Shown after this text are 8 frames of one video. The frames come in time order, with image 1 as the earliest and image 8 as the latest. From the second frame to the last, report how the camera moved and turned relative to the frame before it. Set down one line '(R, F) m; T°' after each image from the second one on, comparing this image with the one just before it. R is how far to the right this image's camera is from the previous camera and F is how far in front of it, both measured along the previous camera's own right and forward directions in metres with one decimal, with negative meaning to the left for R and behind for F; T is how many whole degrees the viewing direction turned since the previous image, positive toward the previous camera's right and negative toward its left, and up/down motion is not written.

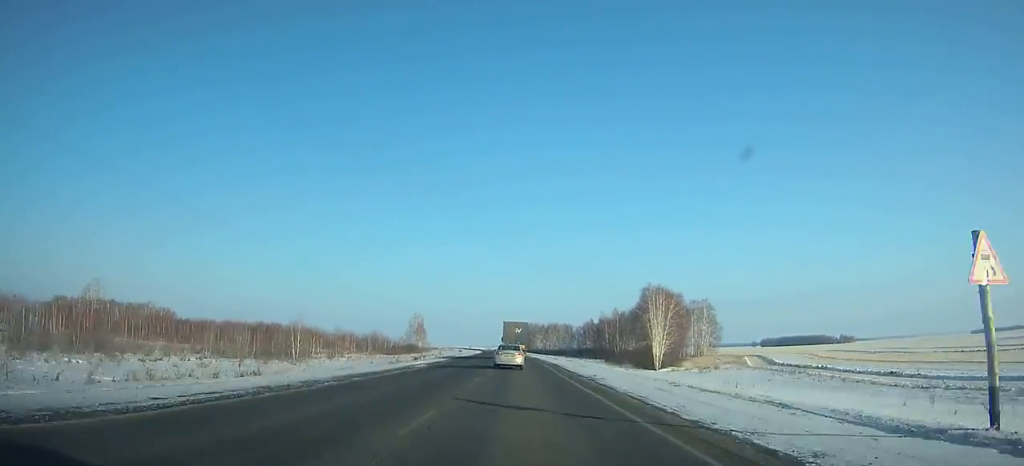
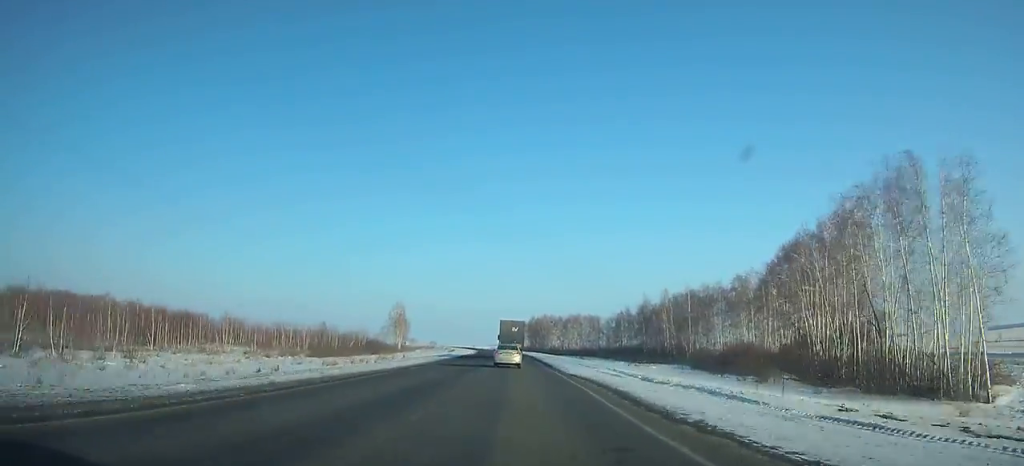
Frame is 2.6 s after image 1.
(-1.0, +60.6) m; -2°
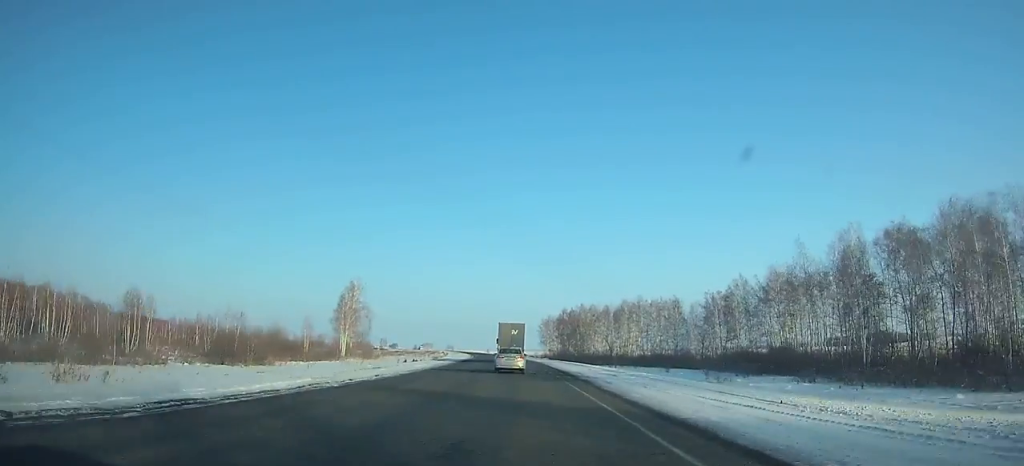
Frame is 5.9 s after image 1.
(-1.1, +77.6) m; -2°
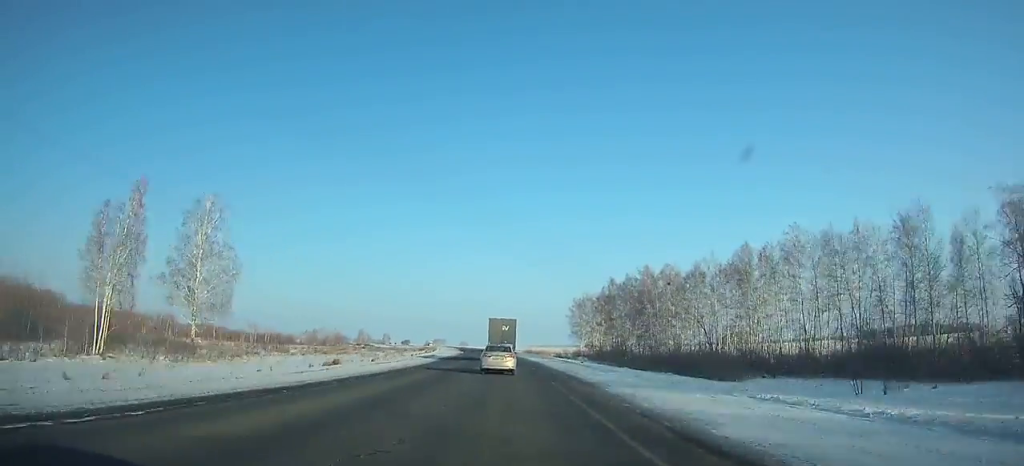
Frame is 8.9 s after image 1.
(-1.1, +70.2) m; -2°
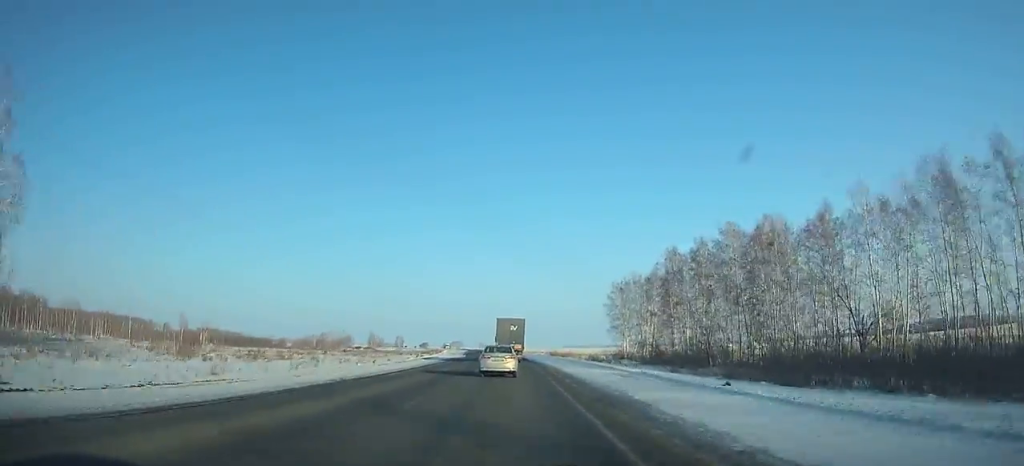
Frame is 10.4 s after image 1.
(0.0, +34.9) m; -1°
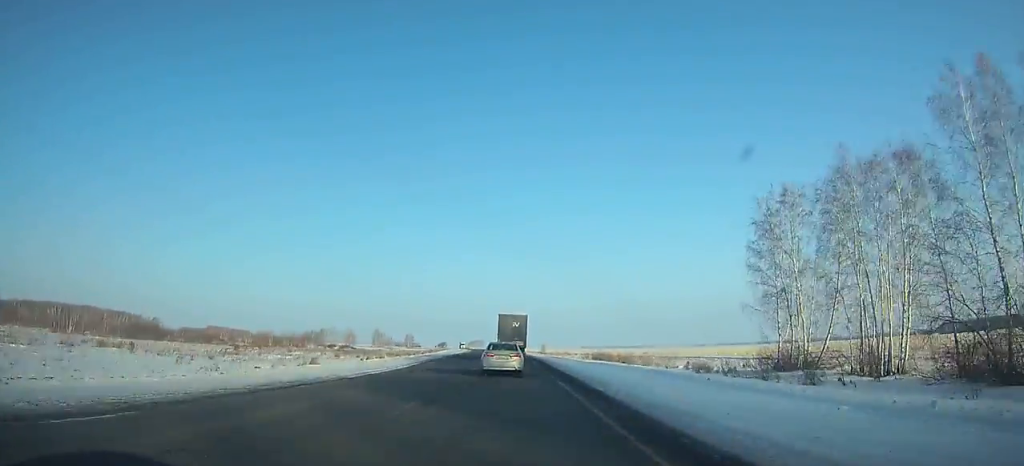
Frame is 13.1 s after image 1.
(-1.6, +61.7) m; -2°
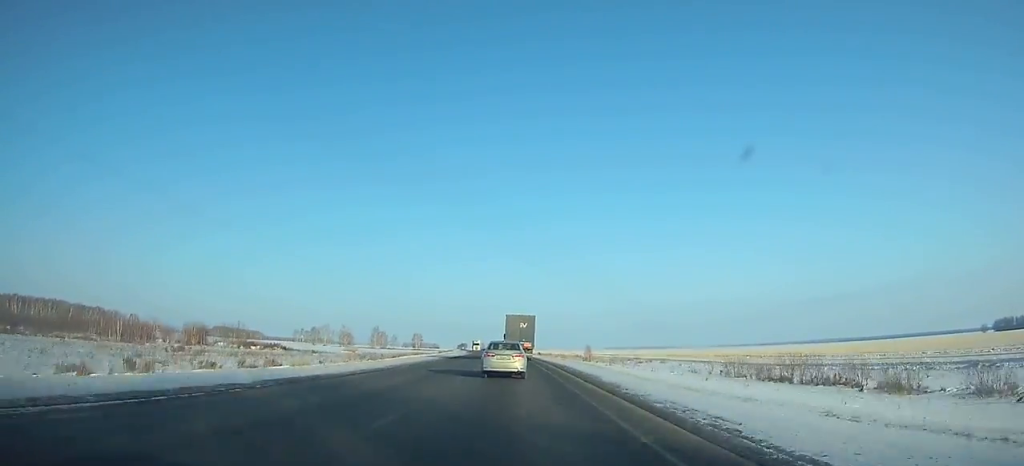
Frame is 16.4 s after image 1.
(-1.7, +74.3) m; -3°
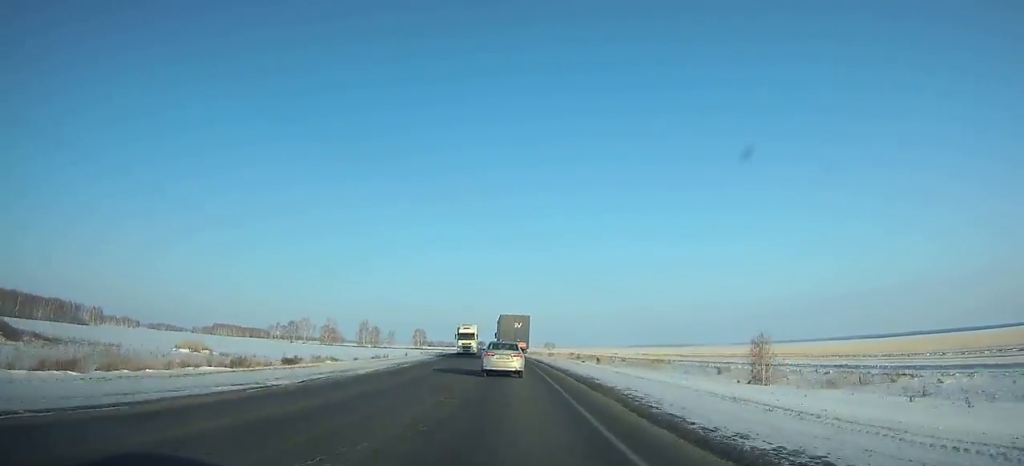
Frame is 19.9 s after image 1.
(-1.8, +77.8) m; -2°
